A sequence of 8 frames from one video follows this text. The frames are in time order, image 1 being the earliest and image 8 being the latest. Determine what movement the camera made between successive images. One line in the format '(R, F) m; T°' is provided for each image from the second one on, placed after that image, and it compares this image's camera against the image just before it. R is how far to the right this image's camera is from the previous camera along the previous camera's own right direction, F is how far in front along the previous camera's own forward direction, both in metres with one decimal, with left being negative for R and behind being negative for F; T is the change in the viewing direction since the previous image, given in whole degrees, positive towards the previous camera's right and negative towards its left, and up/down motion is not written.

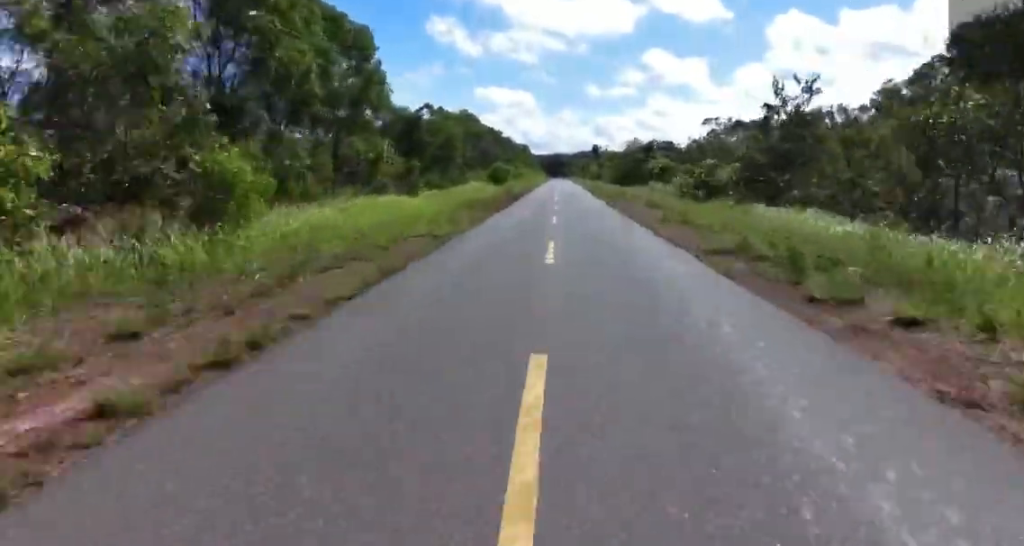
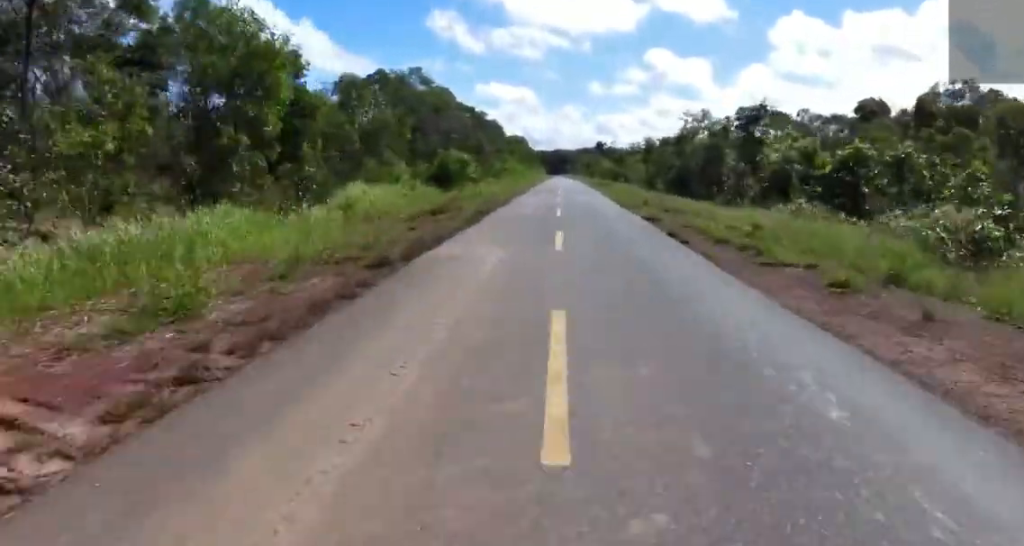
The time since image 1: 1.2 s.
(-1.4, +30.5) m; -1°
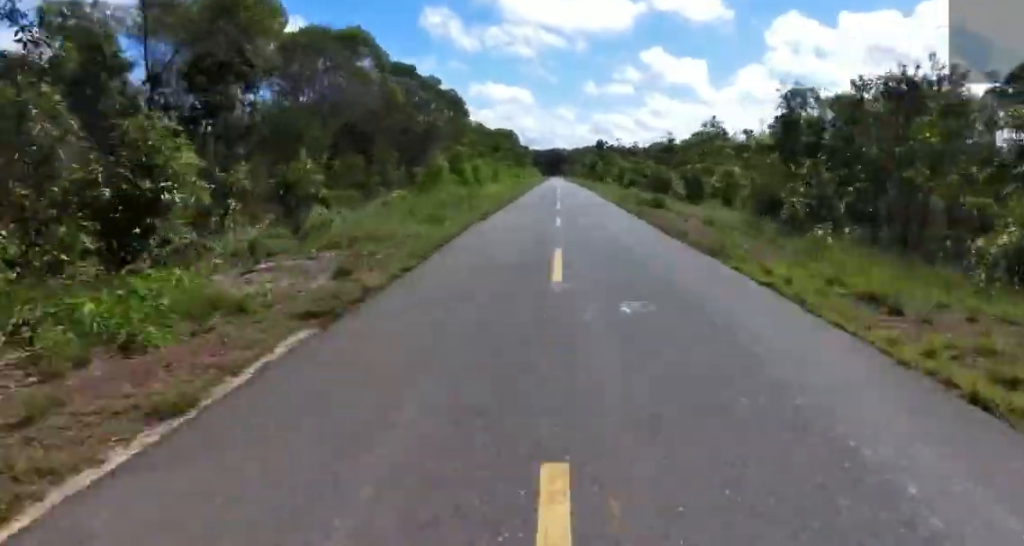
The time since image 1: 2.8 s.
(+0.9, +37.8) m; 0°
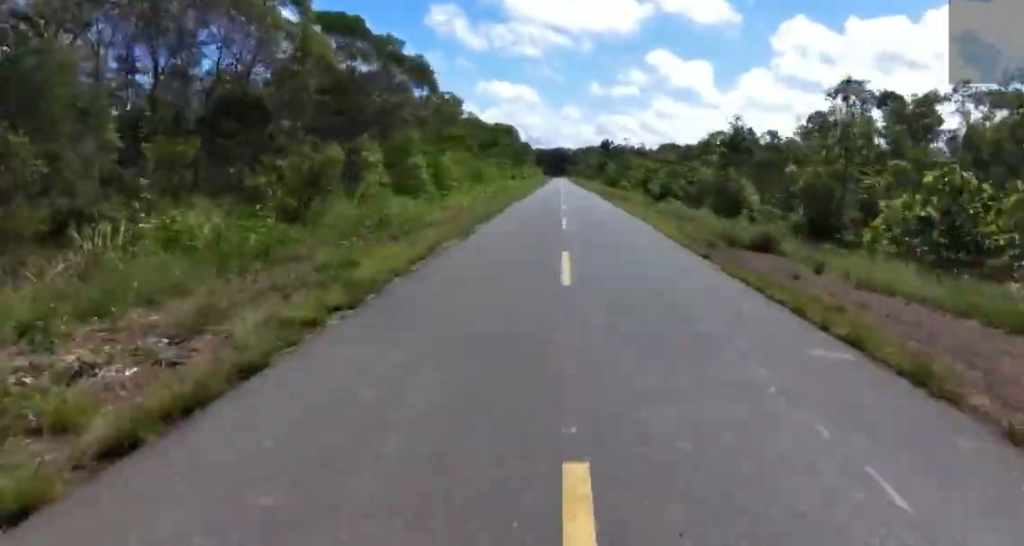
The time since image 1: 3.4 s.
(-0.2, +15.4) m; 0°
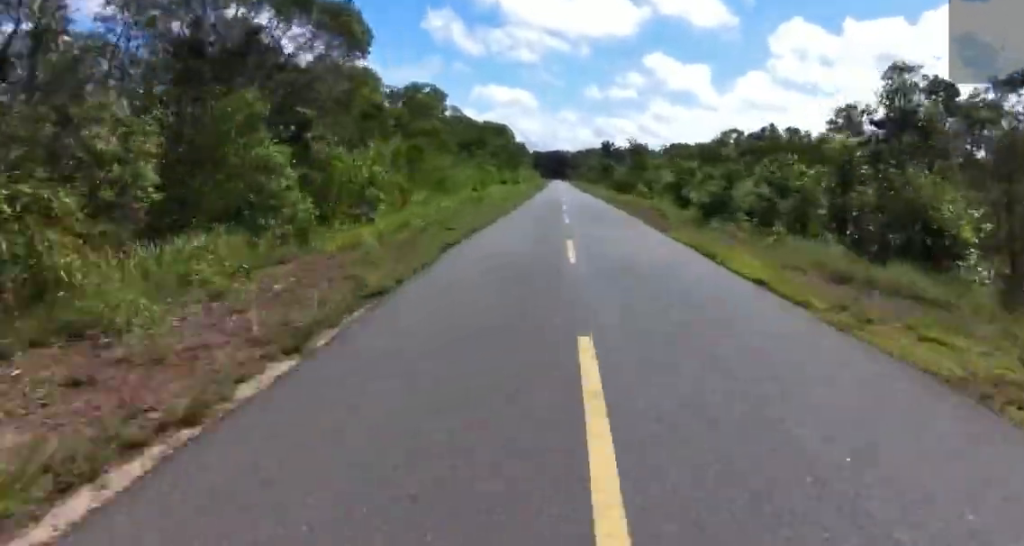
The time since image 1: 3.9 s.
(-0.5, +13.8) m; +1°
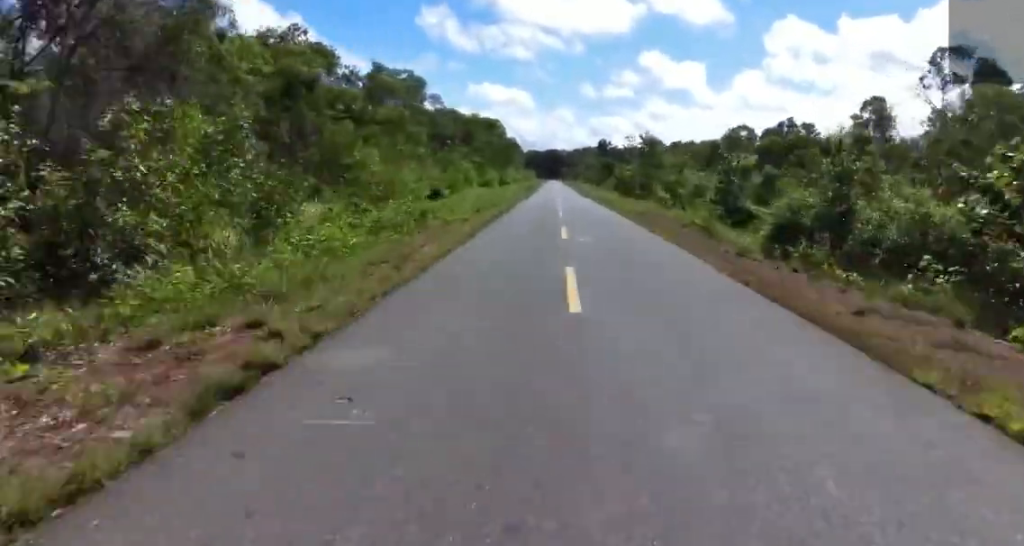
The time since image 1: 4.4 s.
(+0.3, +12.3) m; 0°
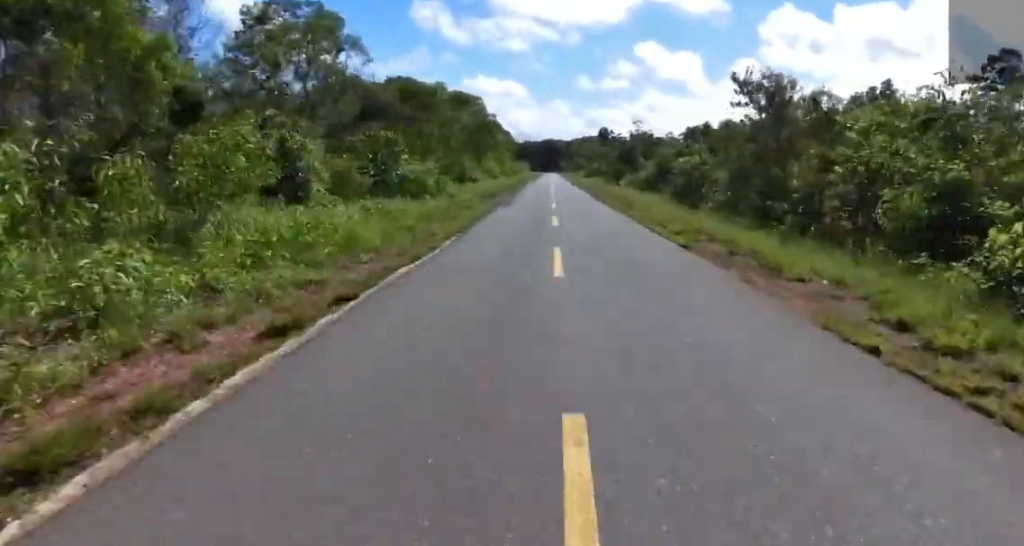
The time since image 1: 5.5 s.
(+0.3, +31.0) m; 0°
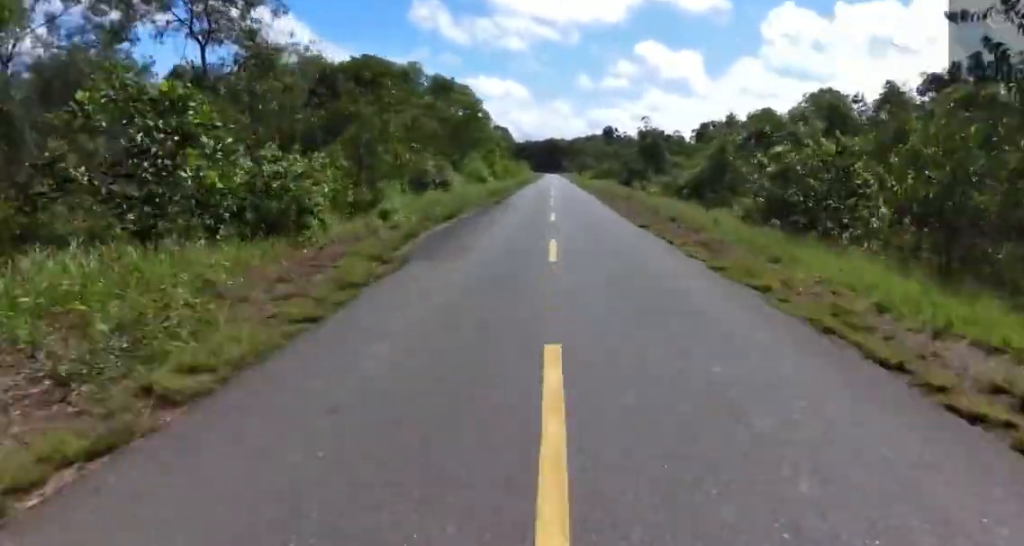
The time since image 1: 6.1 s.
(-0.6, +14.3) m; 0°
